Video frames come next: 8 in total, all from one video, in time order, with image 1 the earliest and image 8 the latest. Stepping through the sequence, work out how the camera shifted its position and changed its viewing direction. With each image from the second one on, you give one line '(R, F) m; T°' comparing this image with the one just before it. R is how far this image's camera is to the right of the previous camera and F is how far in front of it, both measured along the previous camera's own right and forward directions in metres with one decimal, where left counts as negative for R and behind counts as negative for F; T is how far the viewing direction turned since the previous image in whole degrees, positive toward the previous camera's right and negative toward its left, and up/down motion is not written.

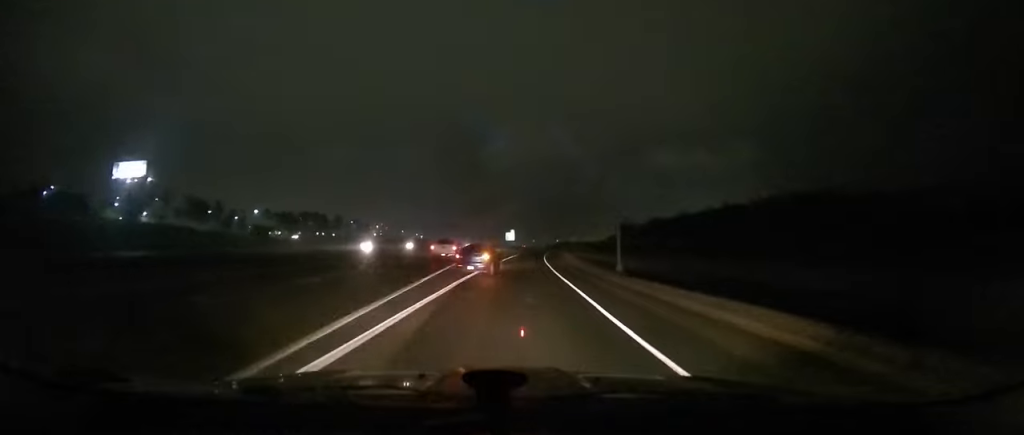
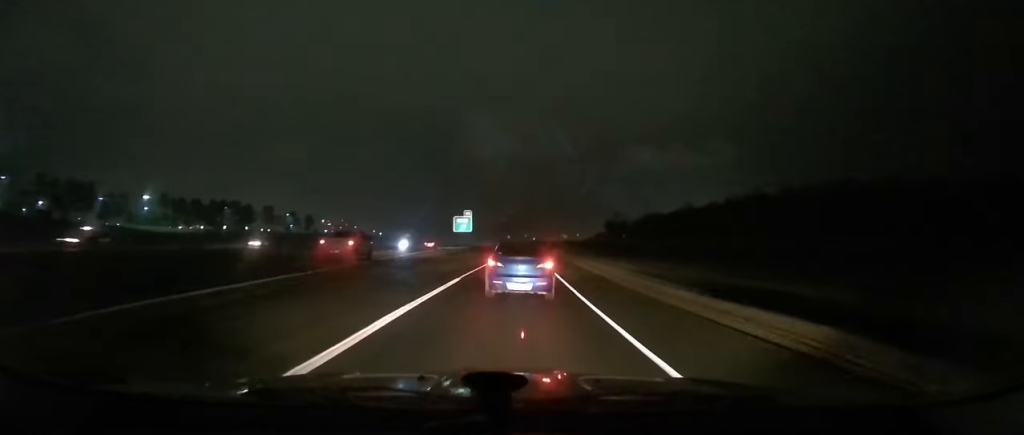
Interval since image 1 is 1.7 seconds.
(+1.3, +46.7) m; +3°
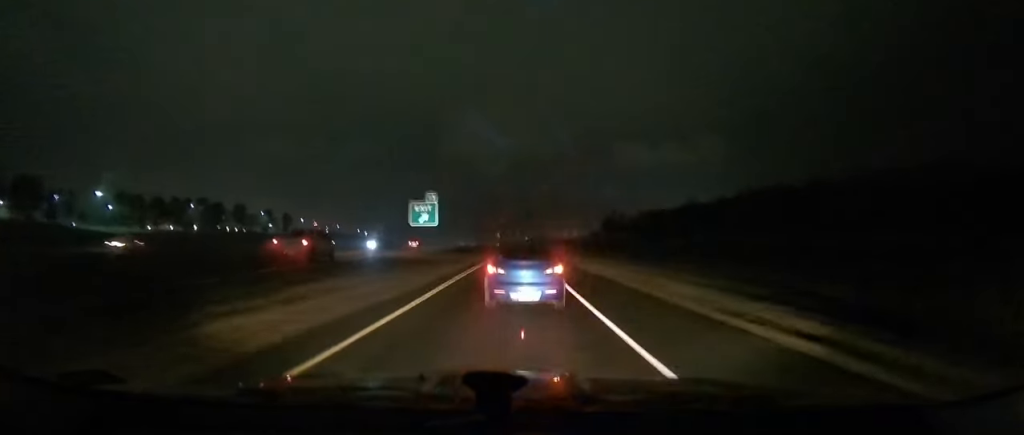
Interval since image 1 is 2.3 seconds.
(+0.2, +16.5) m; +1°
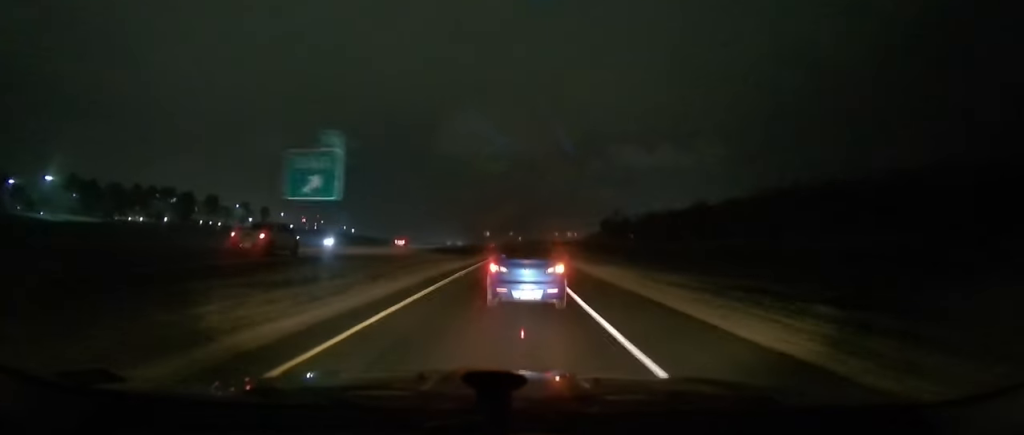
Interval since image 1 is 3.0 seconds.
(+0.2, +15.9) m; +1°
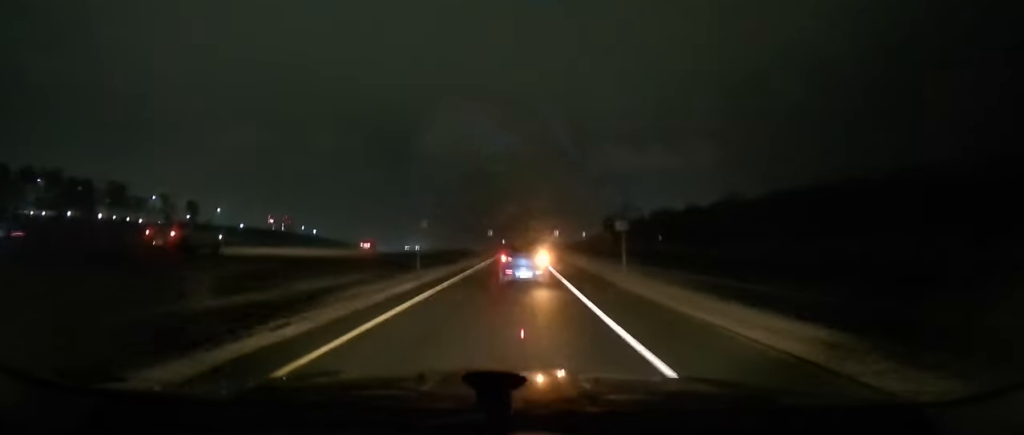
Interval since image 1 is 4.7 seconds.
(+0.8, +41.2) m; +2°
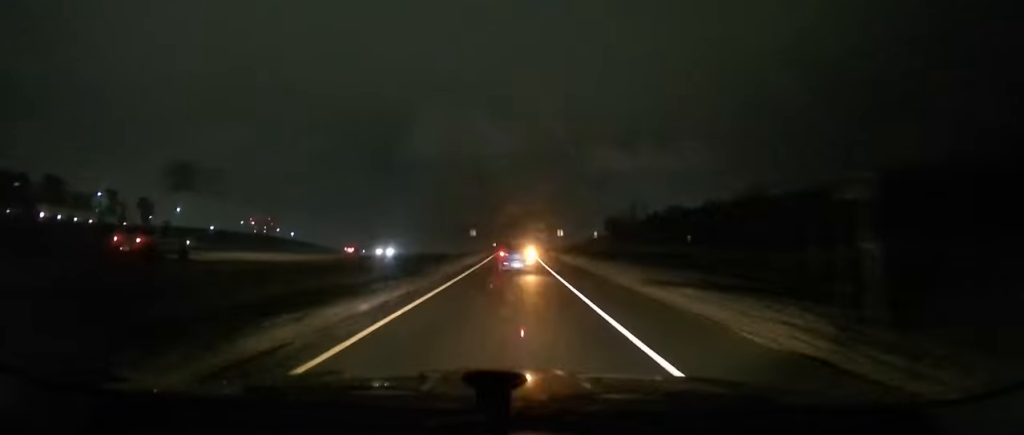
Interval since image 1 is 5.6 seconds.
(+0.3, +21.3) m; +1°
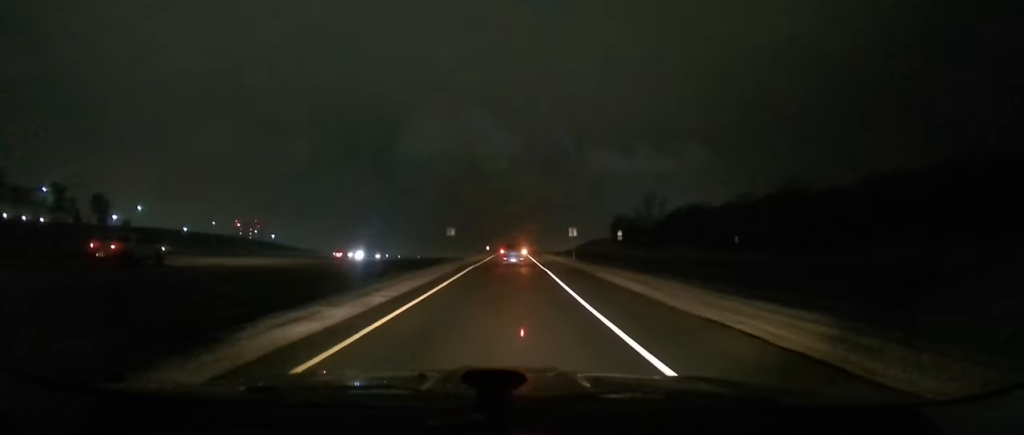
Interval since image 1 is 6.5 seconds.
(+0.1, +18.8) m; 0°
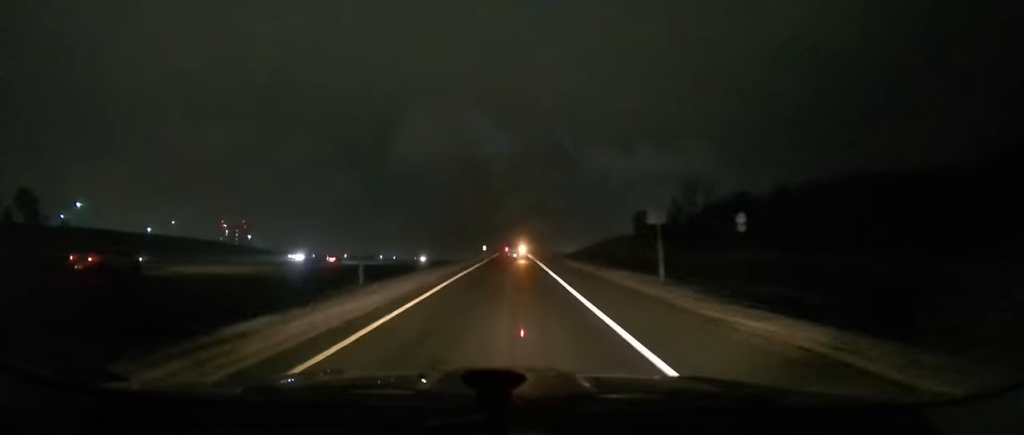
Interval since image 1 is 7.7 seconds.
(0.0, +27.8) m; 0°
